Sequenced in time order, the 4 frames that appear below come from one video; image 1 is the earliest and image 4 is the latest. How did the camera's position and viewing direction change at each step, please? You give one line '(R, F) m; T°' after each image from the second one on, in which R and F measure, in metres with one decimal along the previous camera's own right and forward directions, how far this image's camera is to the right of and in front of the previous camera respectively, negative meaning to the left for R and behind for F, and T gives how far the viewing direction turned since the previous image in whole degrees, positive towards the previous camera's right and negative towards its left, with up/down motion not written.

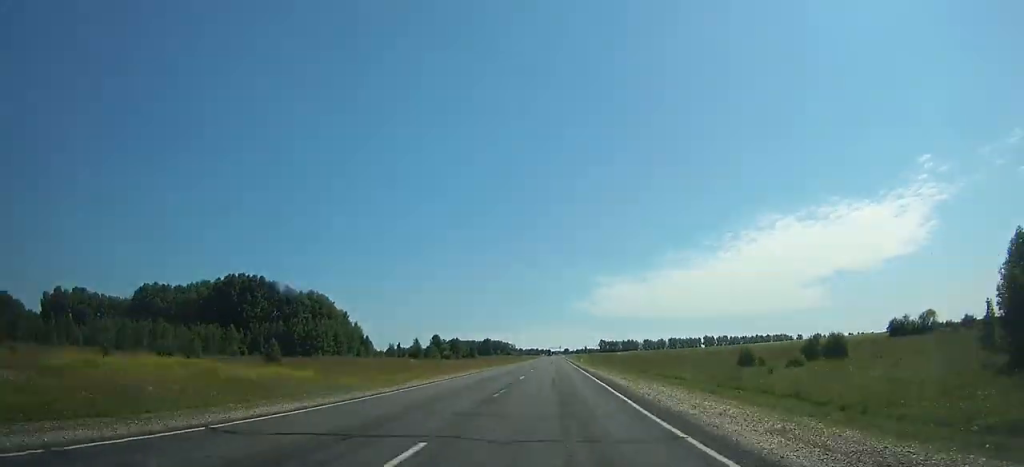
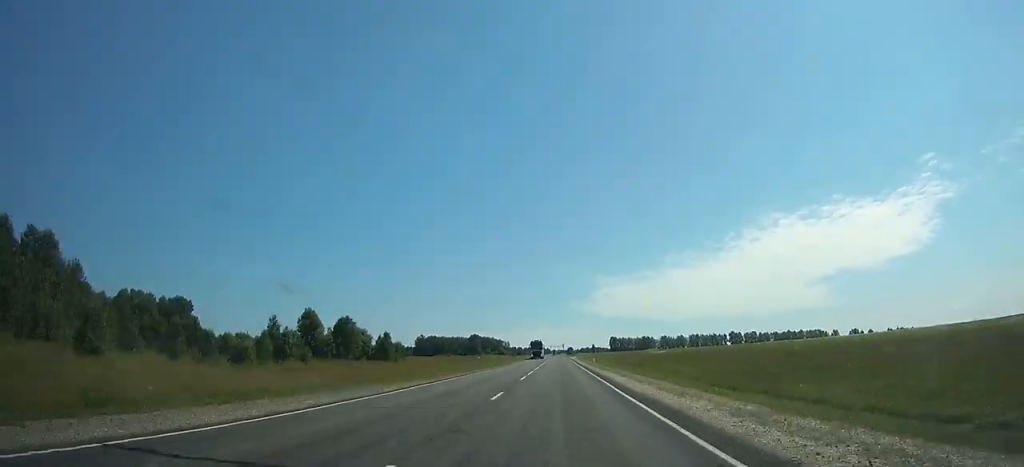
(+0.1, +122.3) m; 0°
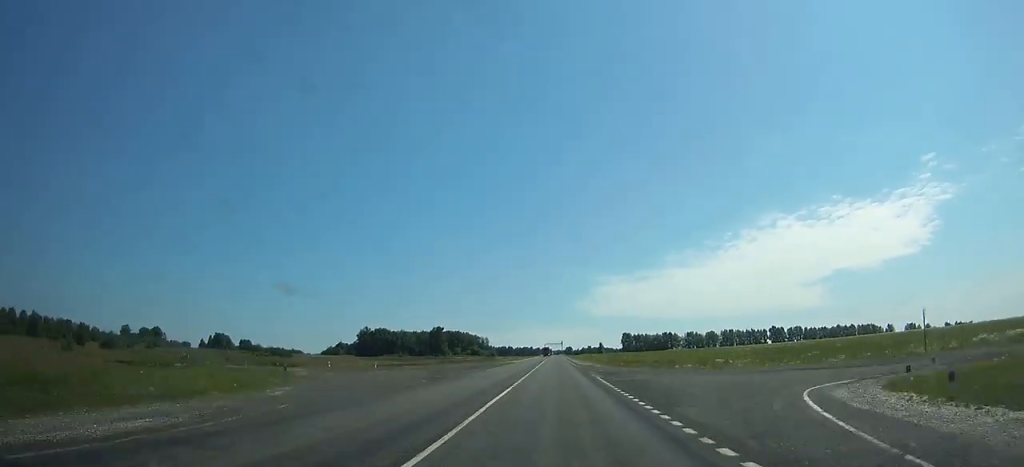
(0.0, +157.9) m; 0°
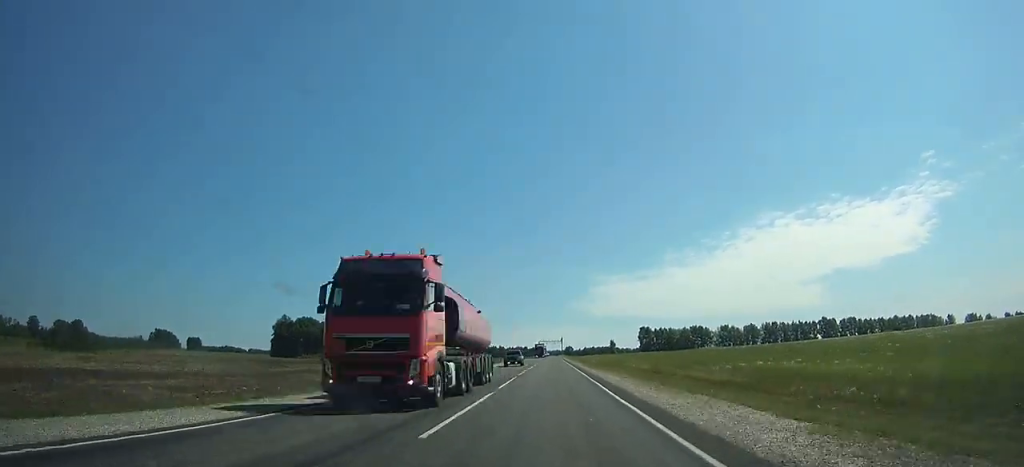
(+0.1, +123.5) m; 0°
